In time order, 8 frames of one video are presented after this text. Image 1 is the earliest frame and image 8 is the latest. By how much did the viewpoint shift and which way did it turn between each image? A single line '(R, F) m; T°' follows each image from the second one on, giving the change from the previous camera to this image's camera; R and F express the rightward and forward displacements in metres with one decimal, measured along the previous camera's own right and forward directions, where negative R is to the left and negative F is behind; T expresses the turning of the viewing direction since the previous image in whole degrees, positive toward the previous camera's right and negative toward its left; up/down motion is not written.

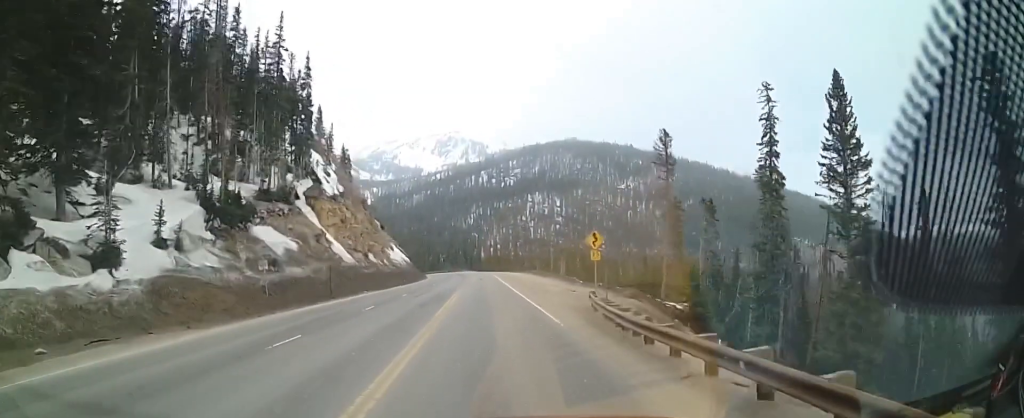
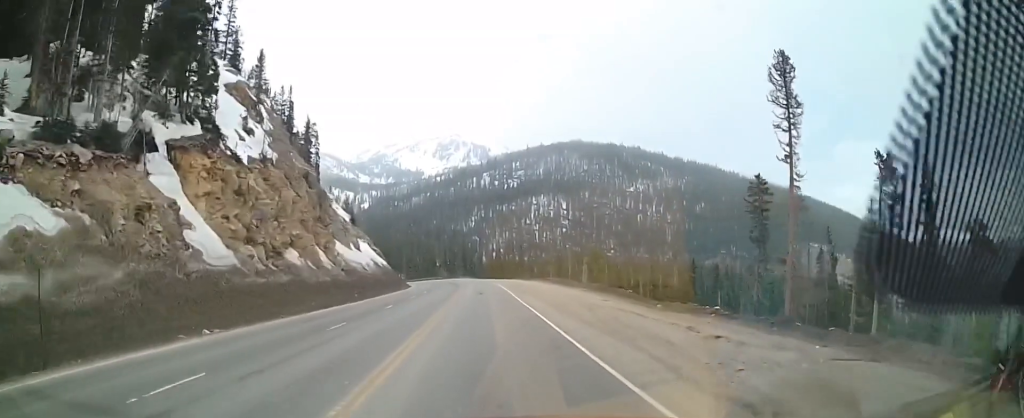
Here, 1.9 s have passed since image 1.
(-0.2, +28.7) m; 0°
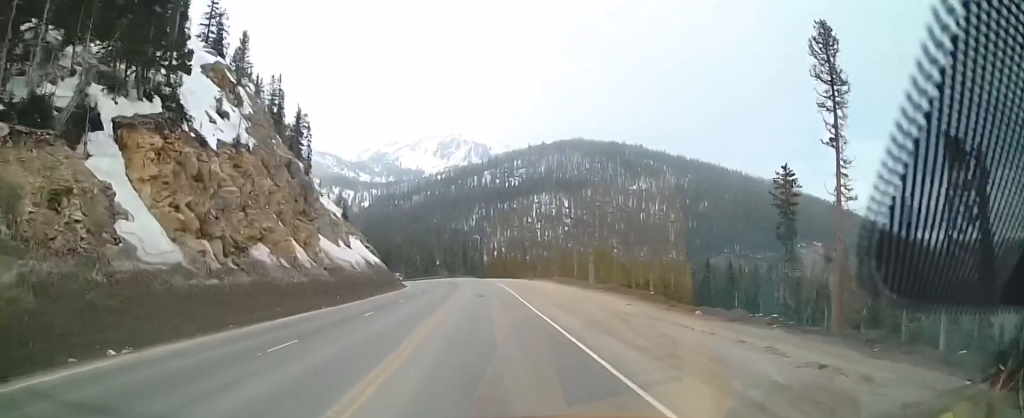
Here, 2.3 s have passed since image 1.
(0.0, +5.9) m; 0°
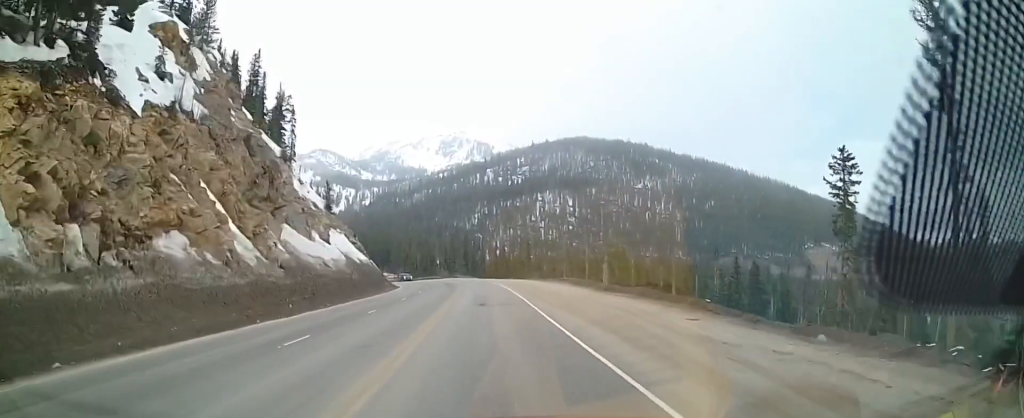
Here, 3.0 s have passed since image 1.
(-0.1, +10.4) m; +1°
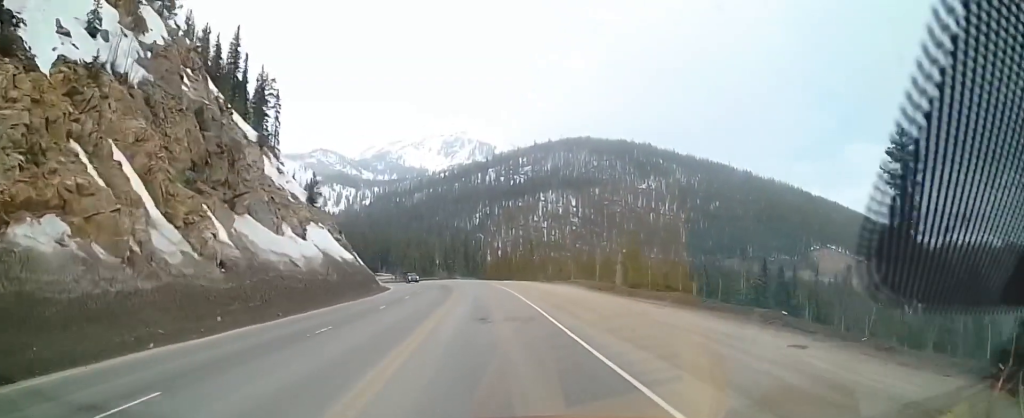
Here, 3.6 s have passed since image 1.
(+0.2, +8.5) m; +1°
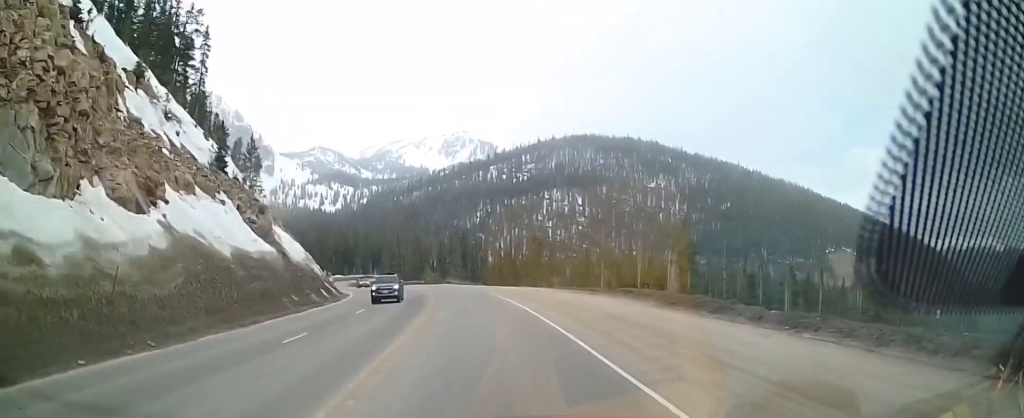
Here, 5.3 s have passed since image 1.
(+0.1, +25.0) m; -1°
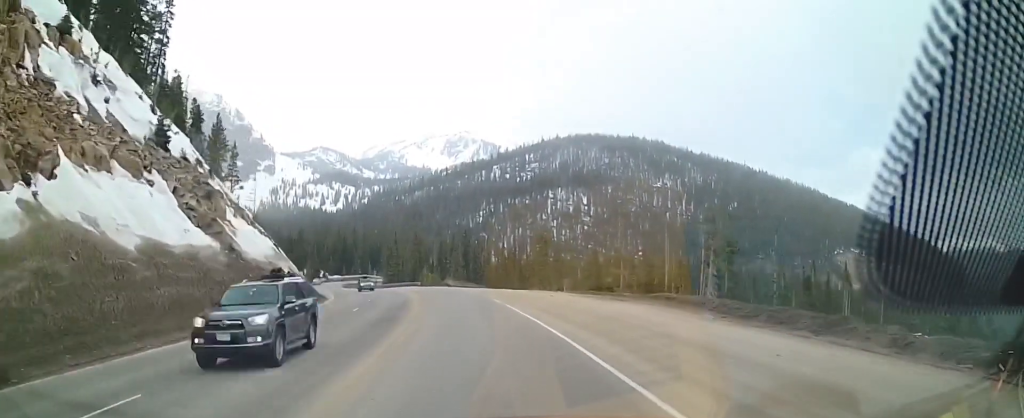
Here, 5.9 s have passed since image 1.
(-0.1, +9.4) m; -2°
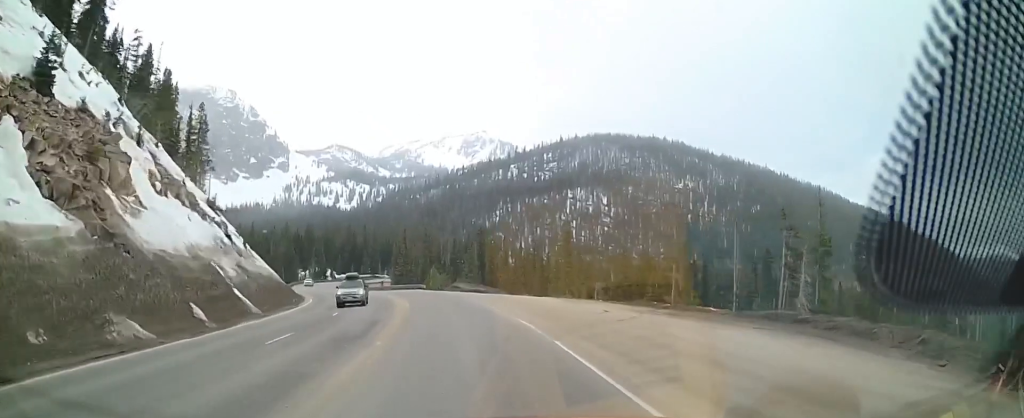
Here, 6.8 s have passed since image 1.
(-0.4, +13.1) m; -1°
